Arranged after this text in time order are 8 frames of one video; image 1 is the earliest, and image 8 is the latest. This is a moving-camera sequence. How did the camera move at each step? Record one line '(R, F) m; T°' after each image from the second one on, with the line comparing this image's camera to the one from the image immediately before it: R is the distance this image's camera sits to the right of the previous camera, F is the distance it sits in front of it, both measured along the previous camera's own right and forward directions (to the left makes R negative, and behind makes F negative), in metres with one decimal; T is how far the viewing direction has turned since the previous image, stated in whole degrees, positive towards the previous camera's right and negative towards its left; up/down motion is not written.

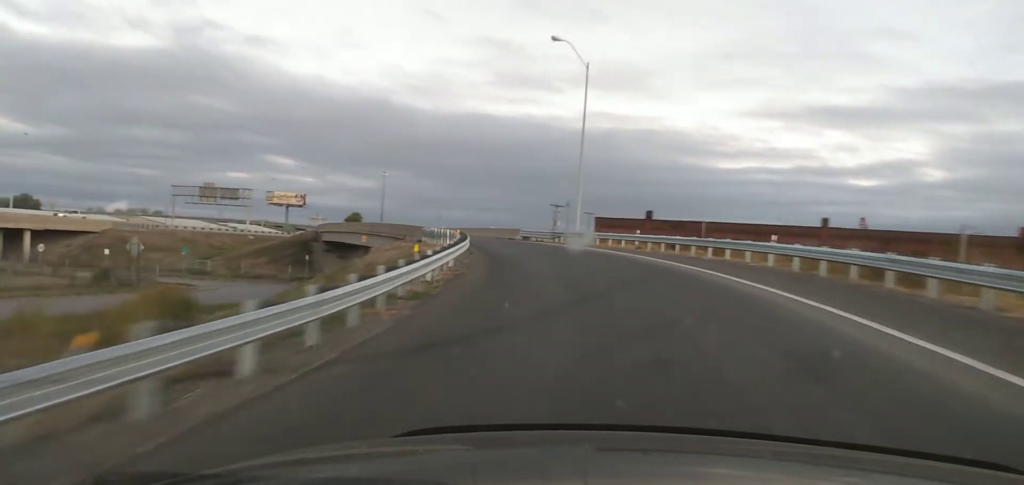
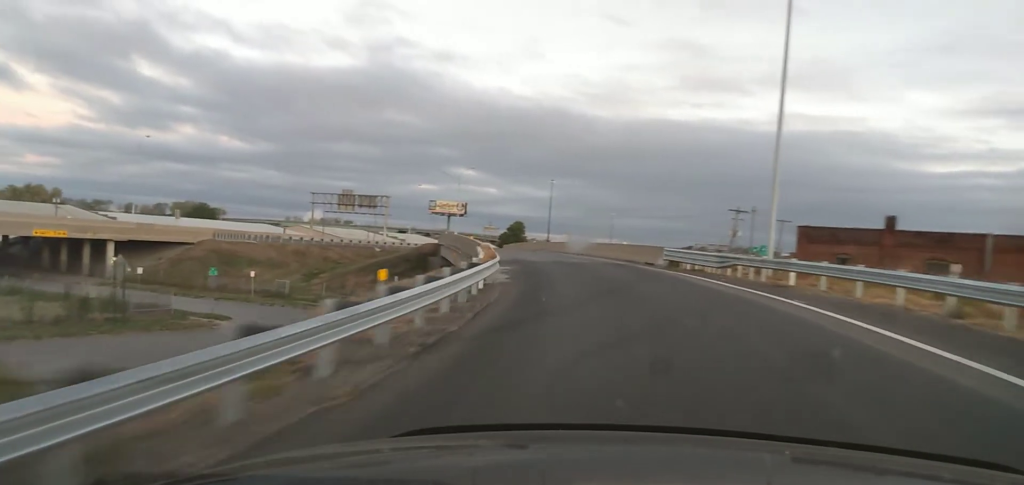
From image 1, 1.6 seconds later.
(-2.3, +23.5) m; -11°
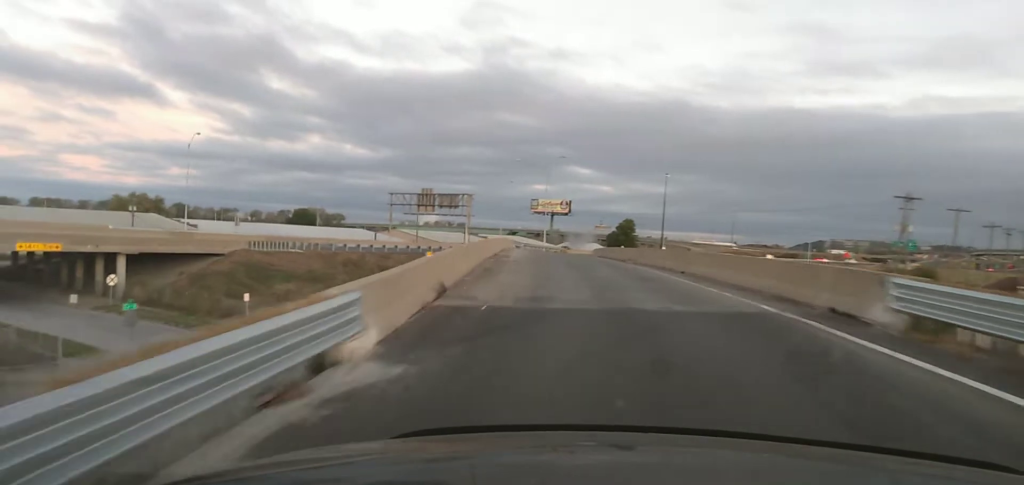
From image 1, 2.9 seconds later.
(-1.3, +20.2) m; -8°
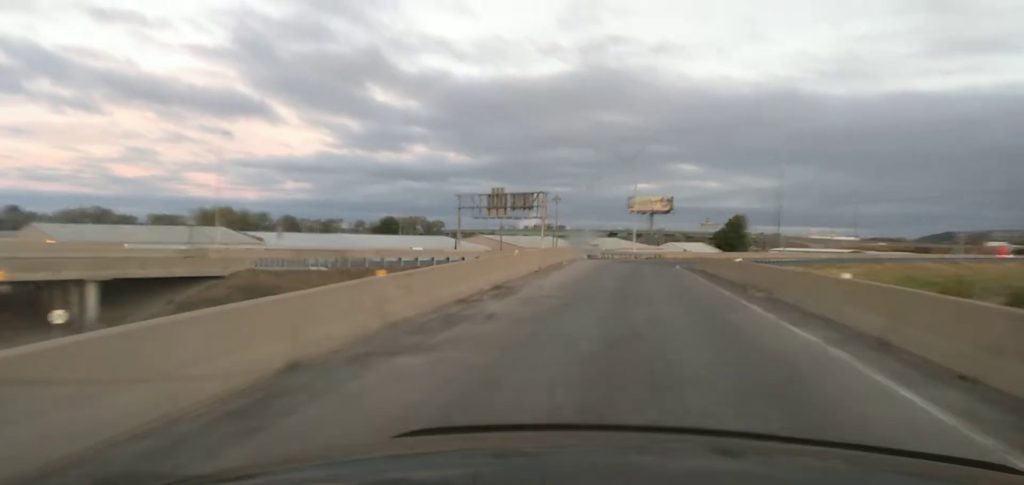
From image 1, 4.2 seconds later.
(-1.4, +18.6) m; -8°
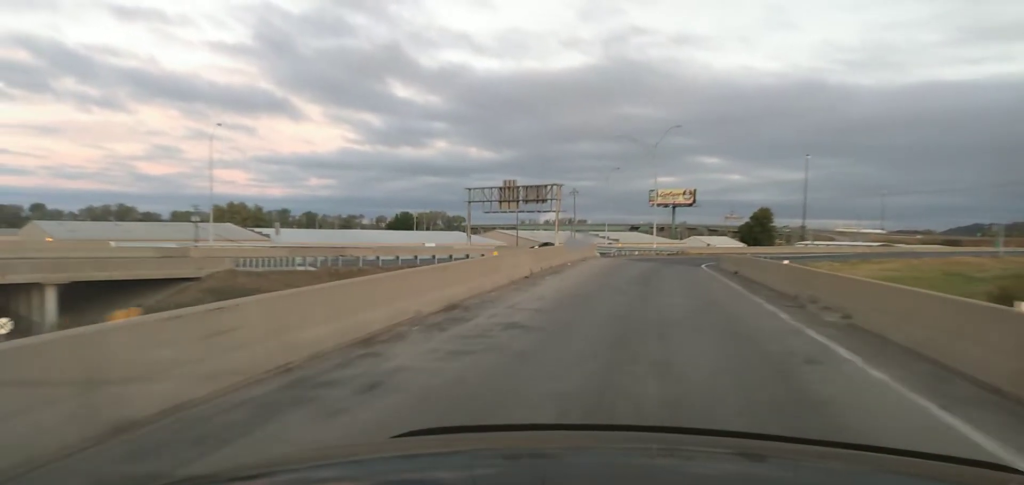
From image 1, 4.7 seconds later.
(-0.3, +7.1) m; -2°
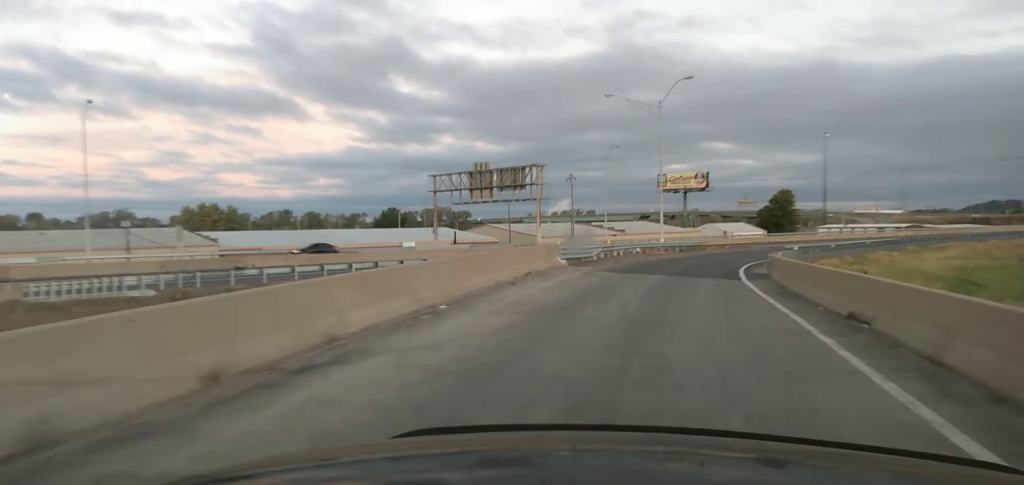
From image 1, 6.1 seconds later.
(-0.7, +20.4) m; -2°
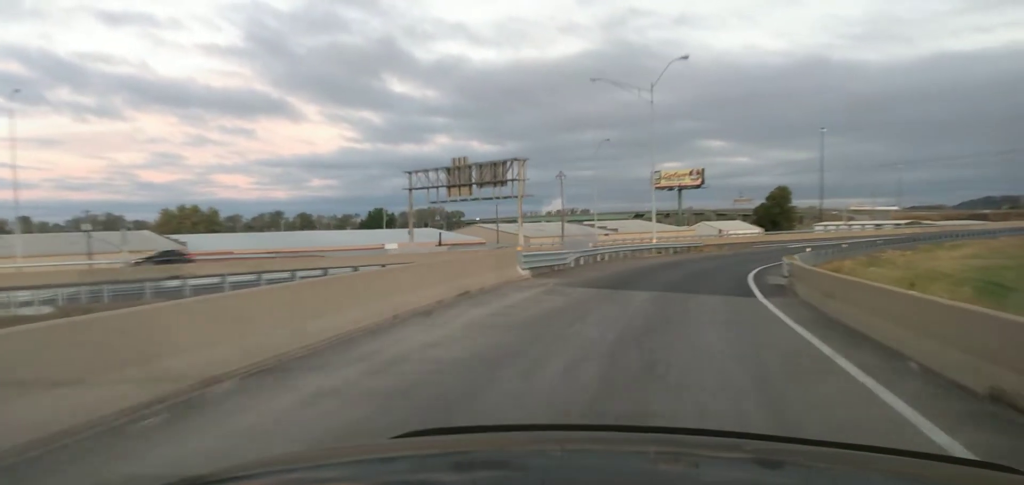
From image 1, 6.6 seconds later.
(0.0, +6.9) m; +1°
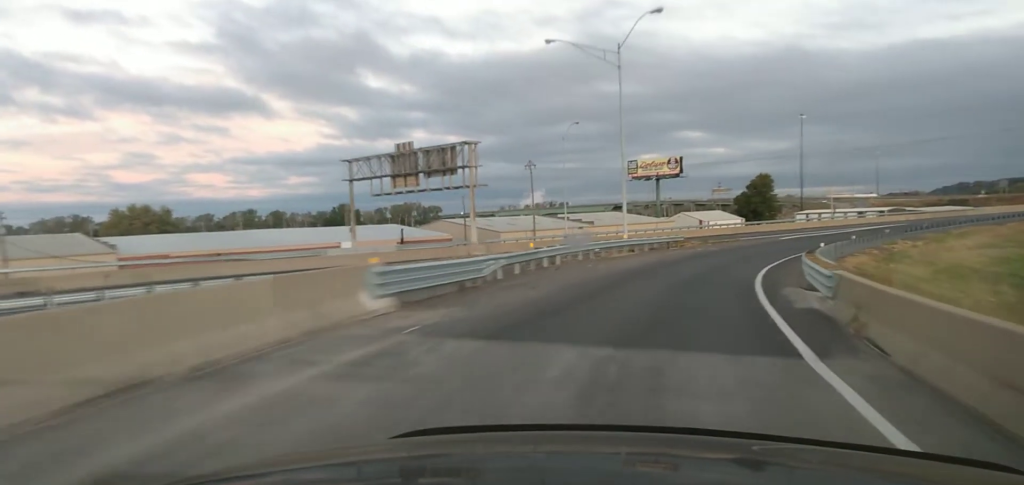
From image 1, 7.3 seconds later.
(+0.2, +11.3) m; +2°
